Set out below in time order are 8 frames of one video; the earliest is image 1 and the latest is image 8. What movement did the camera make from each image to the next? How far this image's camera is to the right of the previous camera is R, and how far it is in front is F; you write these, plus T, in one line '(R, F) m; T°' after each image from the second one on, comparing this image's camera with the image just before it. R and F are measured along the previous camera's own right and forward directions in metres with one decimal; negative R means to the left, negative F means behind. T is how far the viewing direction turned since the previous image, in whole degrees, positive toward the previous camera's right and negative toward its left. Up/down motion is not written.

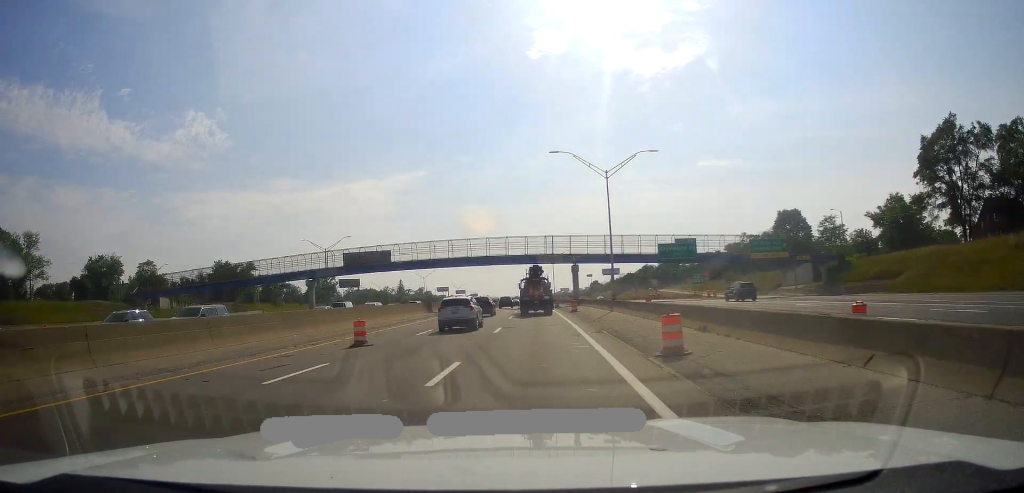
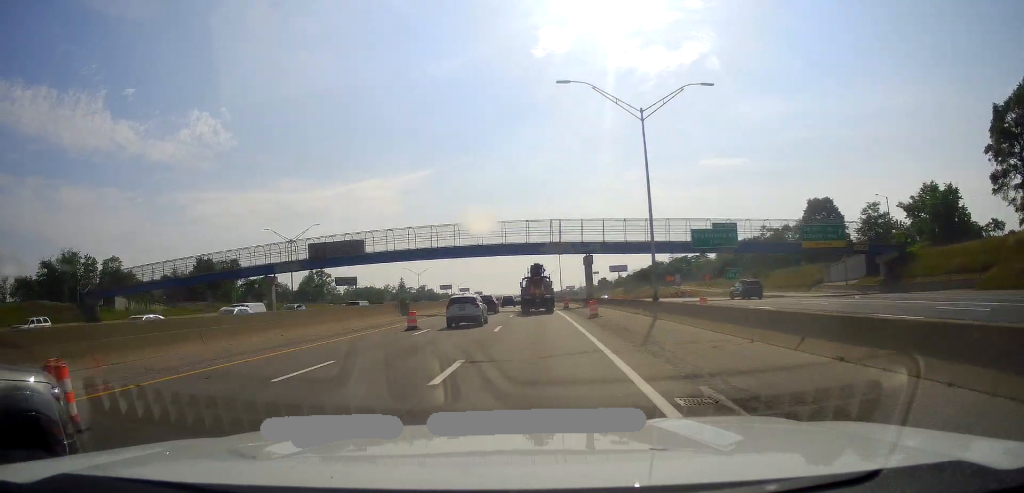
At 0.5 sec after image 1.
(-0.3, +15.3) m; -1°
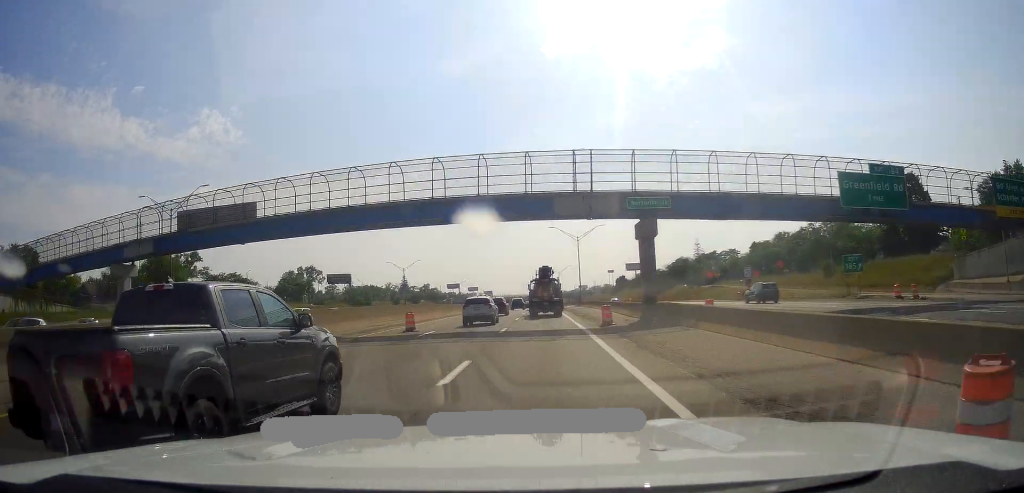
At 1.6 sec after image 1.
(-0.1, +30.6) m; 0°
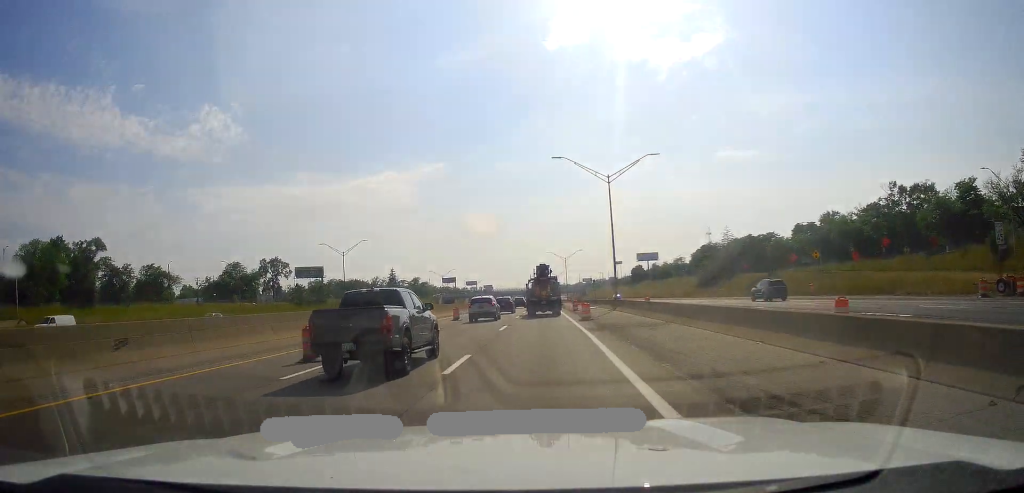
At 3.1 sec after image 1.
(-0.3, +44.3) m; -1°
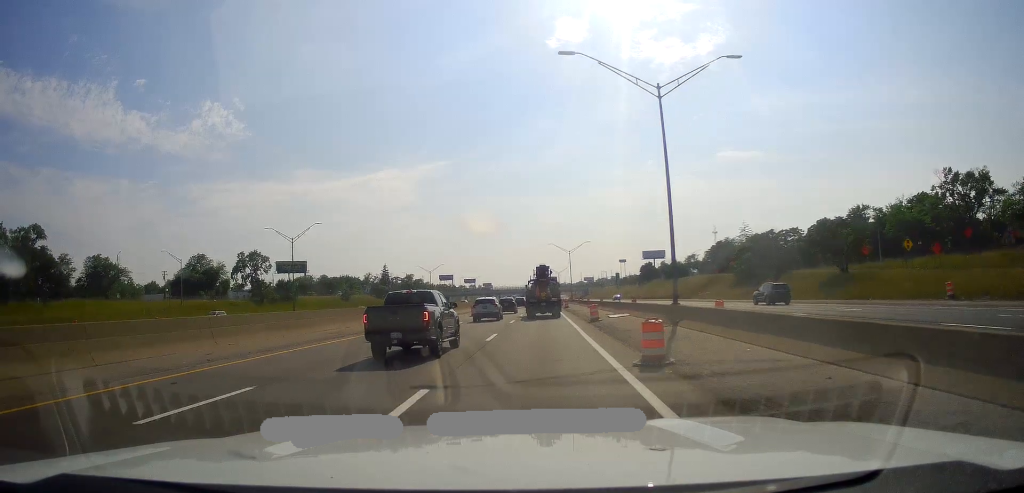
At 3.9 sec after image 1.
(-0.4, +21.3) m; 0°
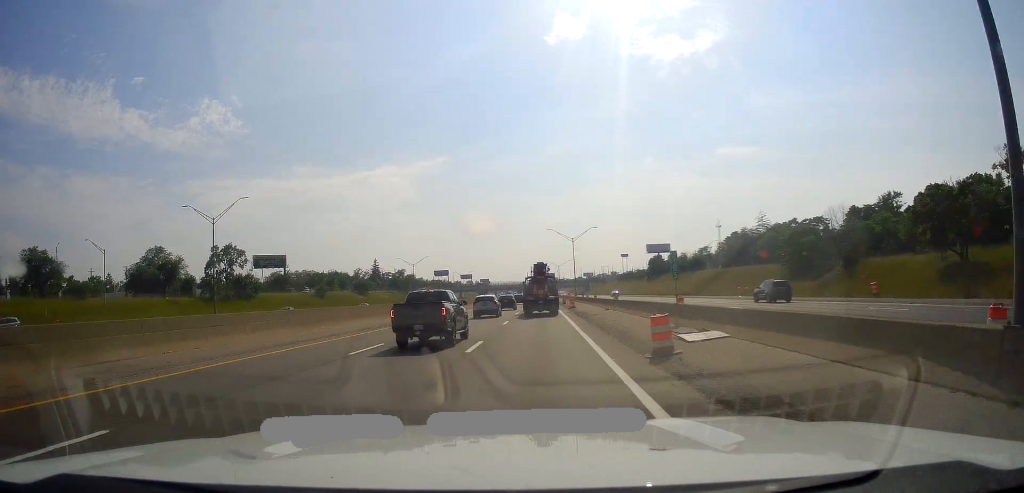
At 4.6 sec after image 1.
(+0.4, +20.2) m; +1°
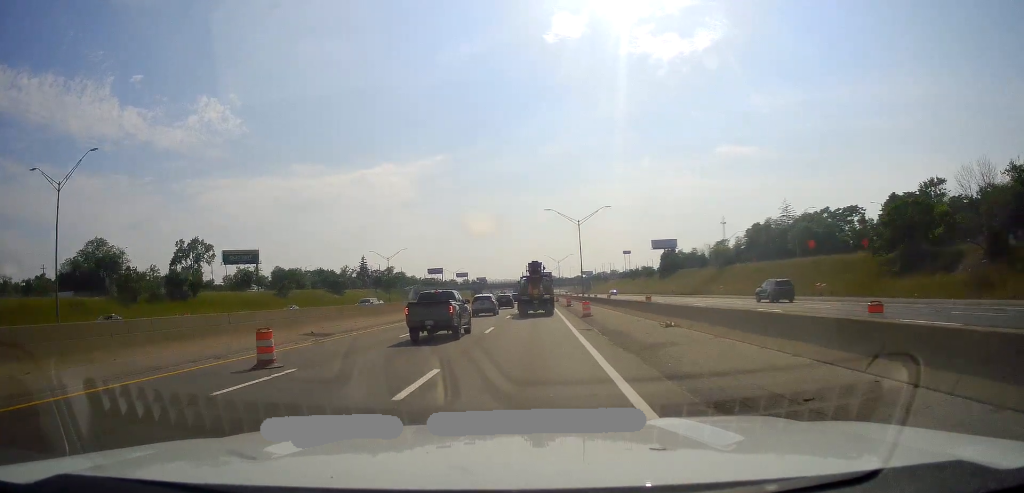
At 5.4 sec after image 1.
(+0.1, +22.9) m; 0°
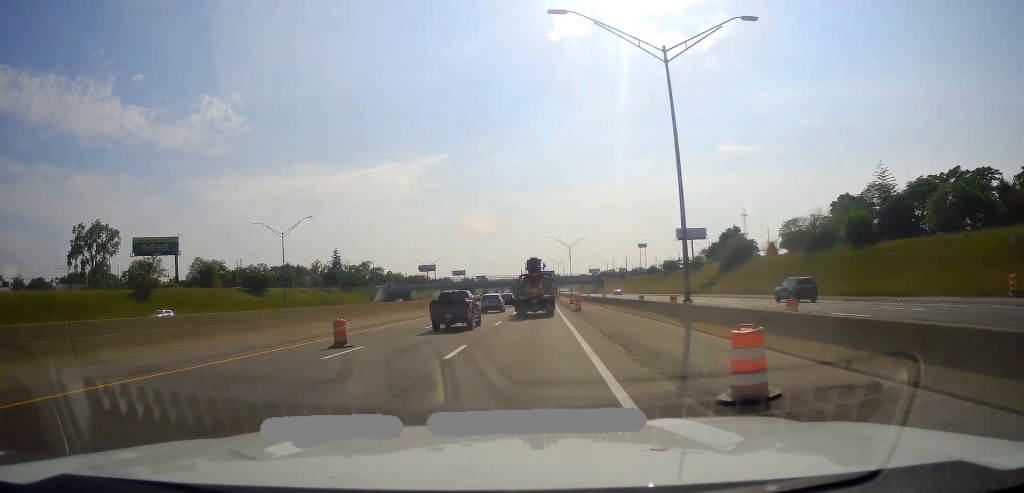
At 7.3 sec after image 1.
(-0.9, +54.9) m; -1°
